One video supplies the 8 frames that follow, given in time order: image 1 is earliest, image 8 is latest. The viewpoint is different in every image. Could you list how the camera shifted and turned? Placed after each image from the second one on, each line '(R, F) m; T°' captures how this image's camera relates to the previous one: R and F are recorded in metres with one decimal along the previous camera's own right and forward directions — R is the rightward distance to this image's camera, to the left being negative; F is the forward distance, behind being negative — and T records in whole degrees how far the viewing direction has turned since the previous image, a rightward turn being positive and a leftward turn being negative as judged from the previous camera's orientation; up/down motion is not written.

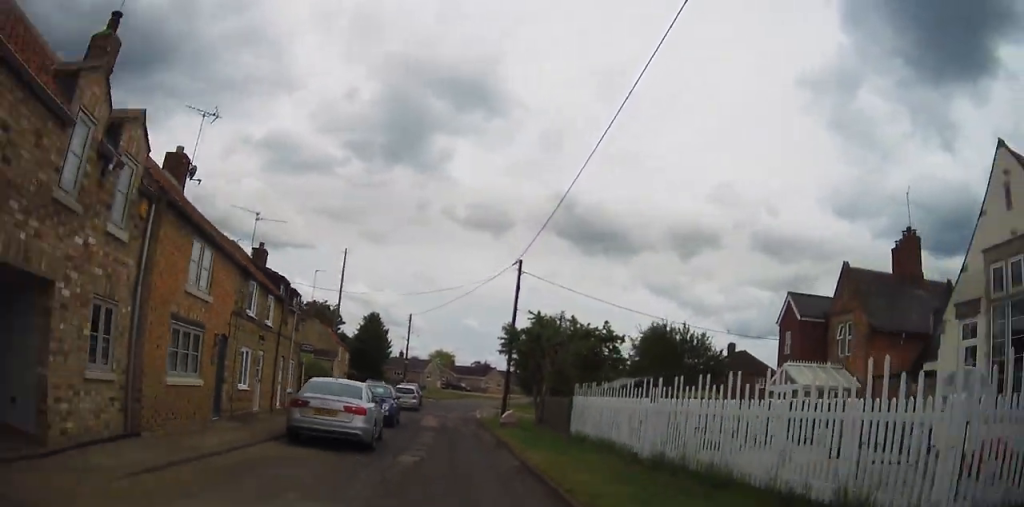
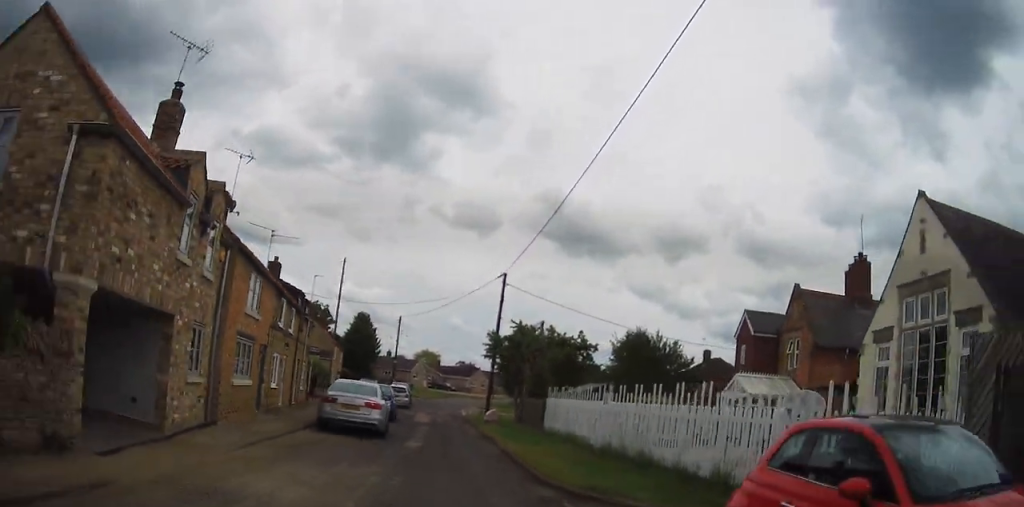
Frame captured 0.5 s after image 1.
(+0.1, +3.8) m; +1°
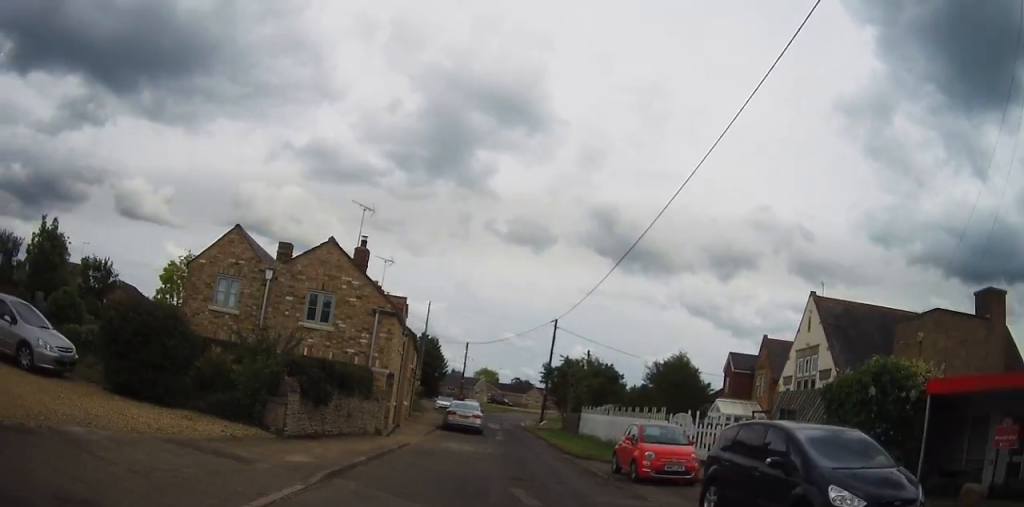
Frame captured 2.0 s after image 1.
(0.0, +12.6) m; -3°
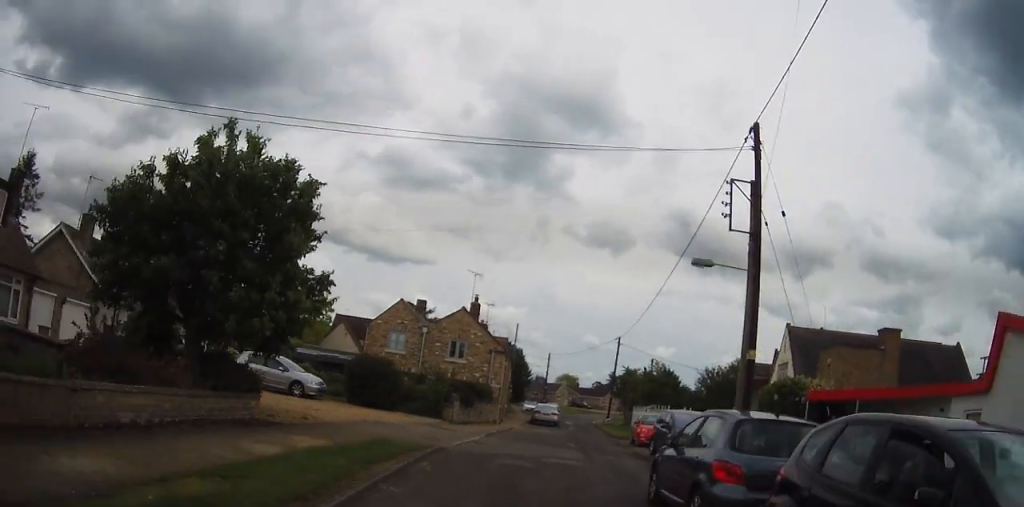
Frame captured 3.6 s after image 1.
(-1.1, +12.8) m; -9°
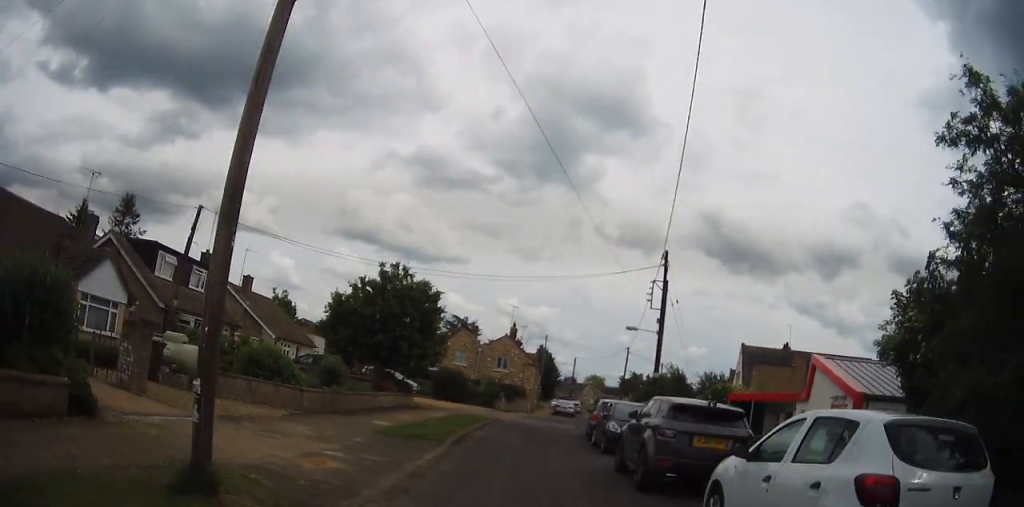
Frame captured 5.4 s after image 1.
(+0.1, +15.2) m; -1°
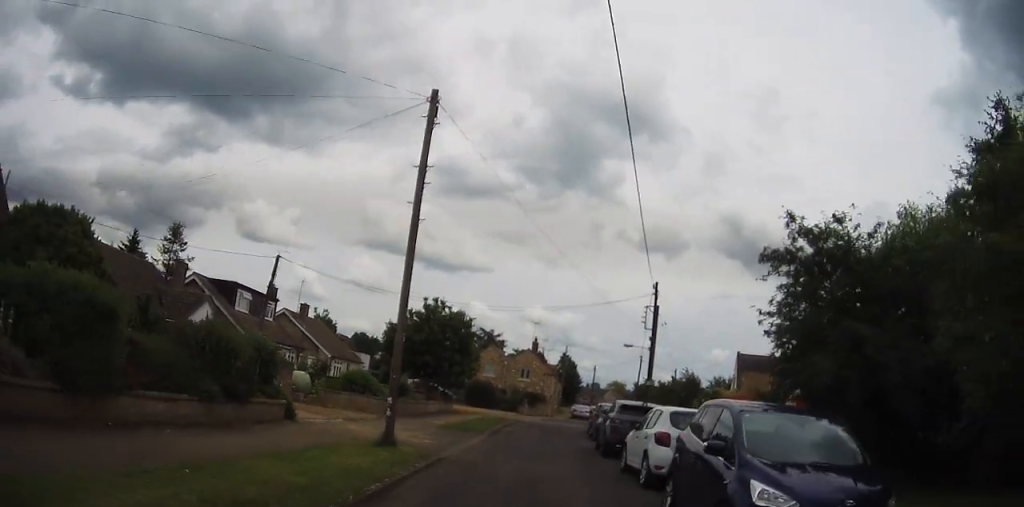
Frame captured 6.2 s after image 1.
(-0.4, +7.1) m; -3°
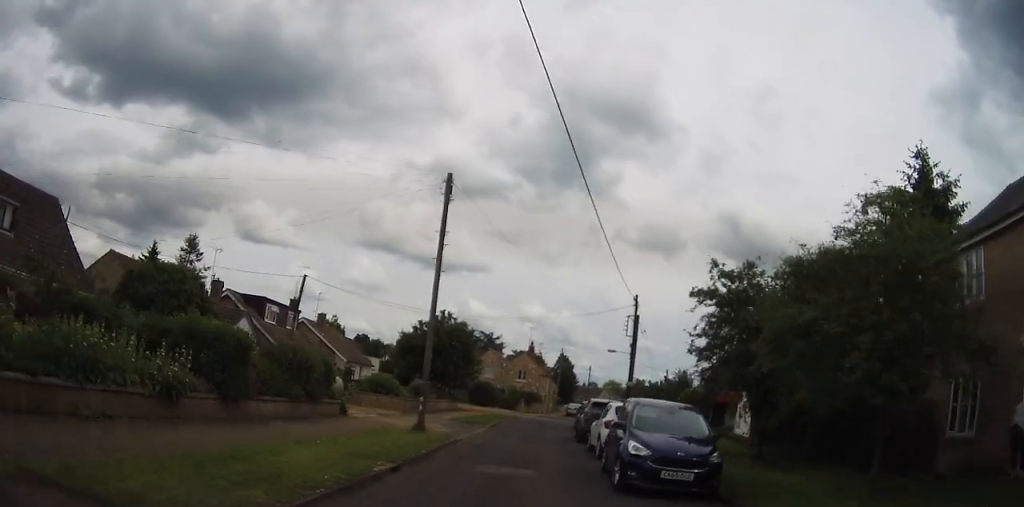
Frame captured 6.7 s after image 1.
(0.0, +5.2) m; -1°
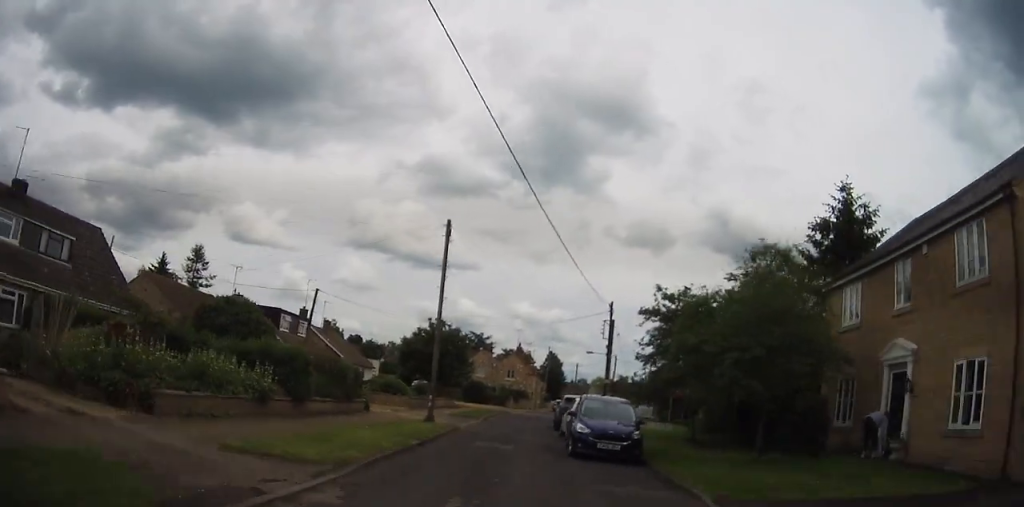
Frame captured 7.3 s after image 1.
(0.0, +5.2) m; 0°
